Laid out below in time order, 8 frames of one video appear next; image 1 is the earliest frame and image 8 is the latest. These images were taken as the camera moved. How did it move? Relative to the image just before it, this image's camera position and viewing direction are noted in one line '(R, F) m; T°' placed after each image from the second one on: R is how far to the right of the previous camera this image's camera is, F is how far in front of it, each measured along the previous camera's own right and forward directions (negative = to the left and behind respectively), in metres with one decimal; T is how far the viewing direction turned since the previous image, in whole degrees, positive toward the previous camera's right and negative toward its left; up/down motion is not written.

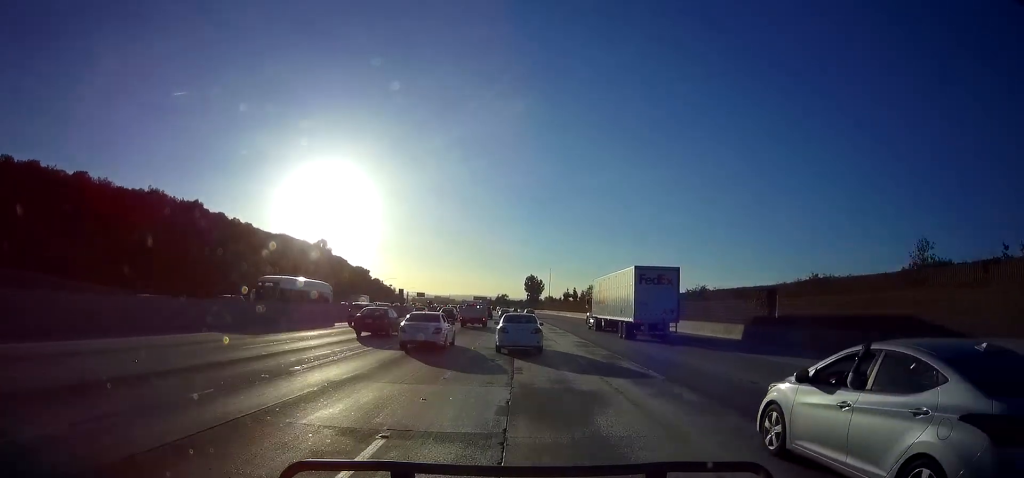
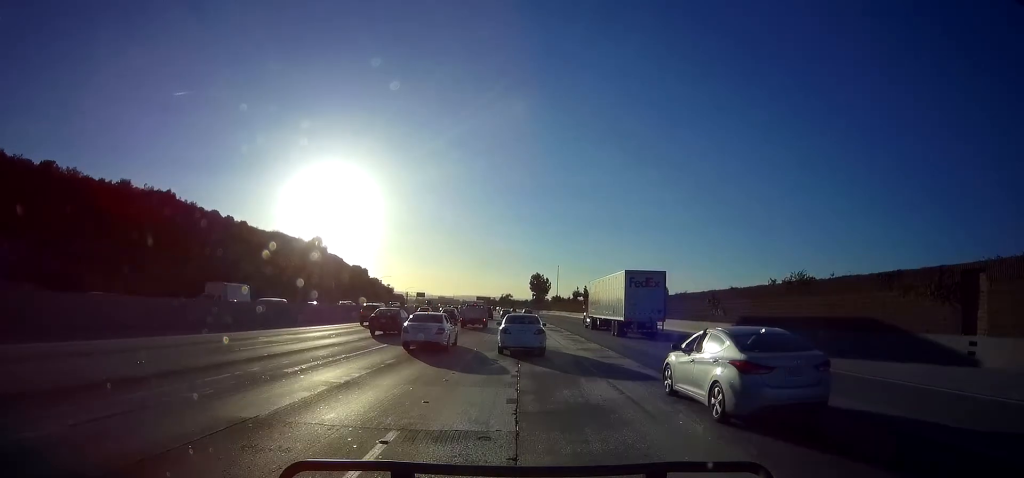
(+0.3, +14.7) m; -1°
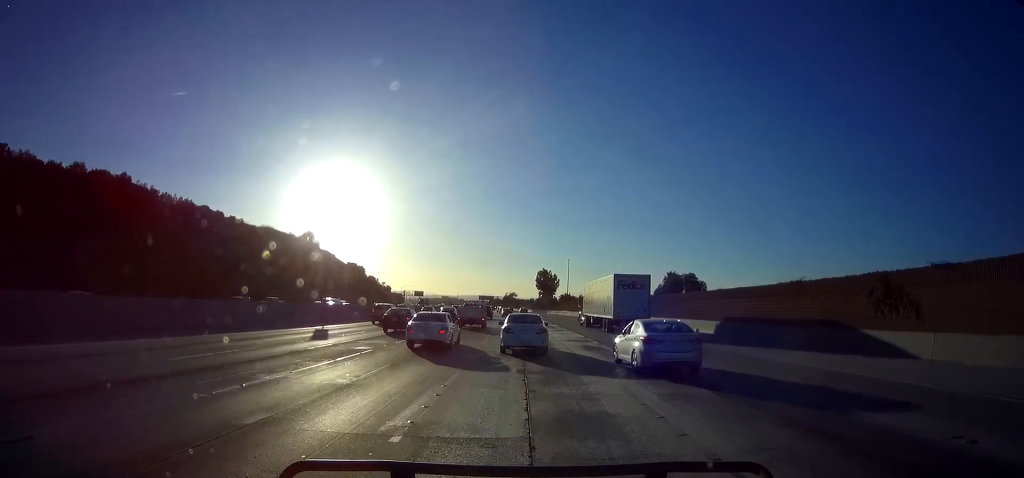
(-0.4, +19.1) m; 0°
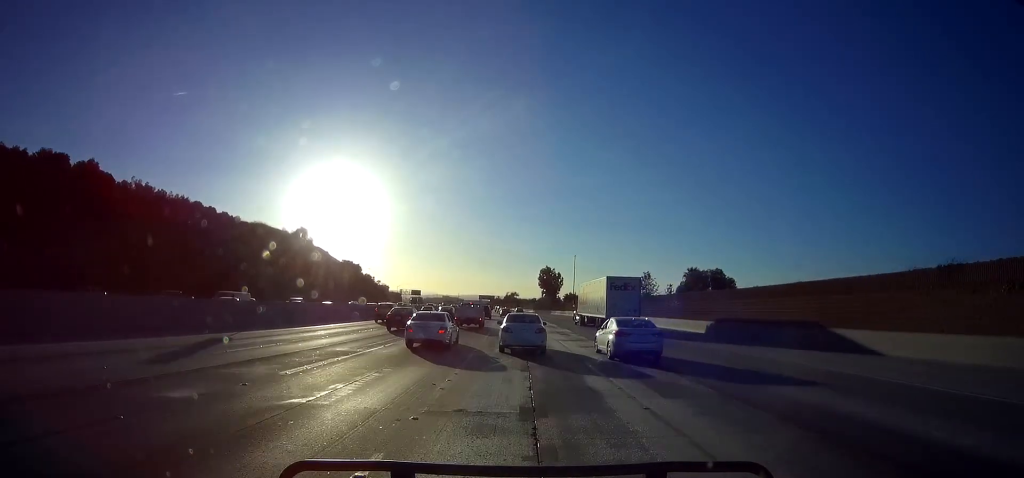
(+0.3, +11.4) m; 0°
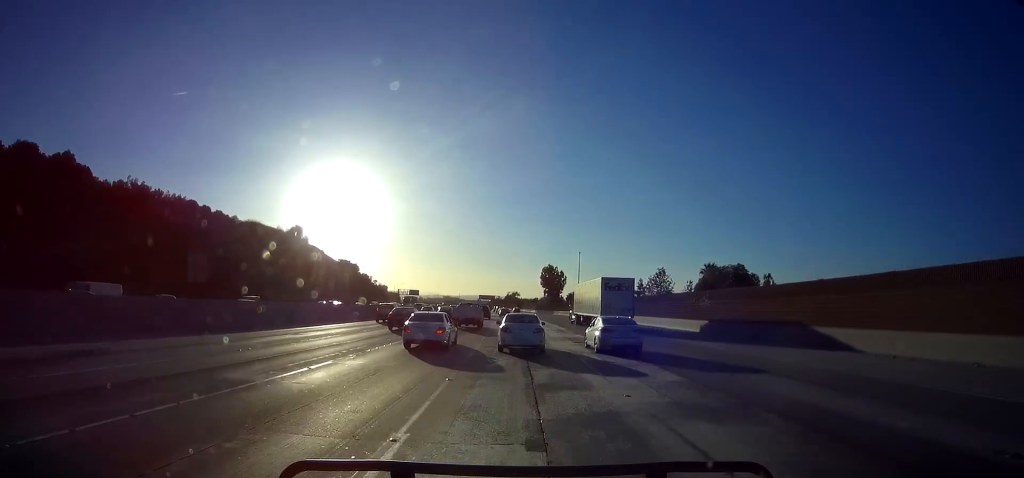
(-0.1, +7.6) m; 0°
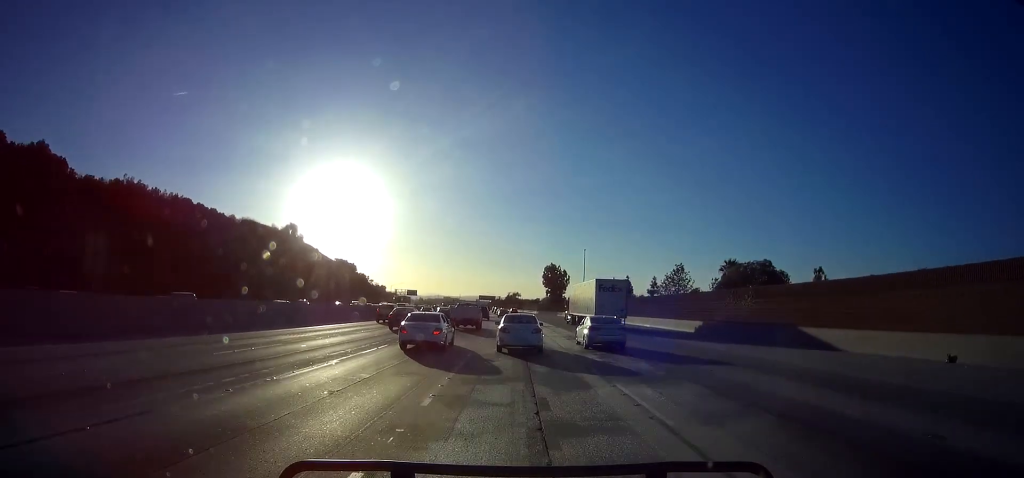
(-0.1, +7.6) m; 0°
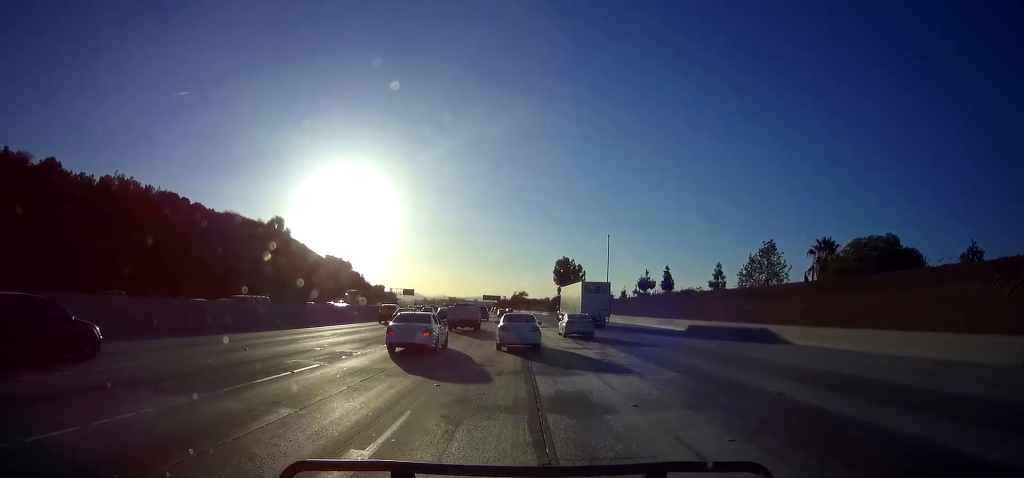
(-0.1, +22.3) m; -1°
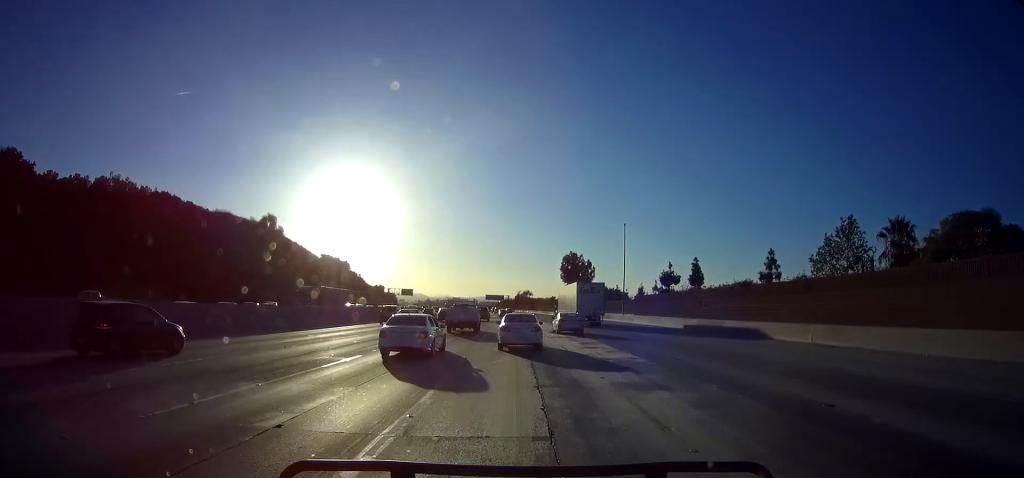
(-0.1, +11.0) m; -1°
